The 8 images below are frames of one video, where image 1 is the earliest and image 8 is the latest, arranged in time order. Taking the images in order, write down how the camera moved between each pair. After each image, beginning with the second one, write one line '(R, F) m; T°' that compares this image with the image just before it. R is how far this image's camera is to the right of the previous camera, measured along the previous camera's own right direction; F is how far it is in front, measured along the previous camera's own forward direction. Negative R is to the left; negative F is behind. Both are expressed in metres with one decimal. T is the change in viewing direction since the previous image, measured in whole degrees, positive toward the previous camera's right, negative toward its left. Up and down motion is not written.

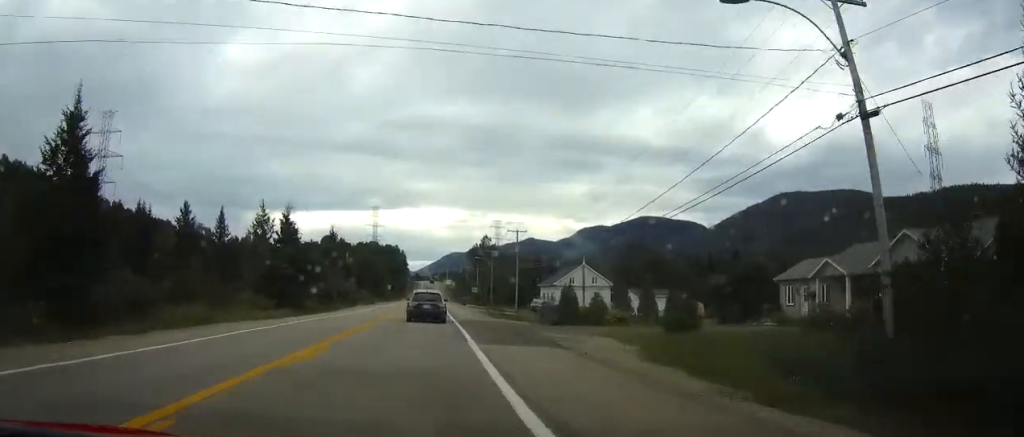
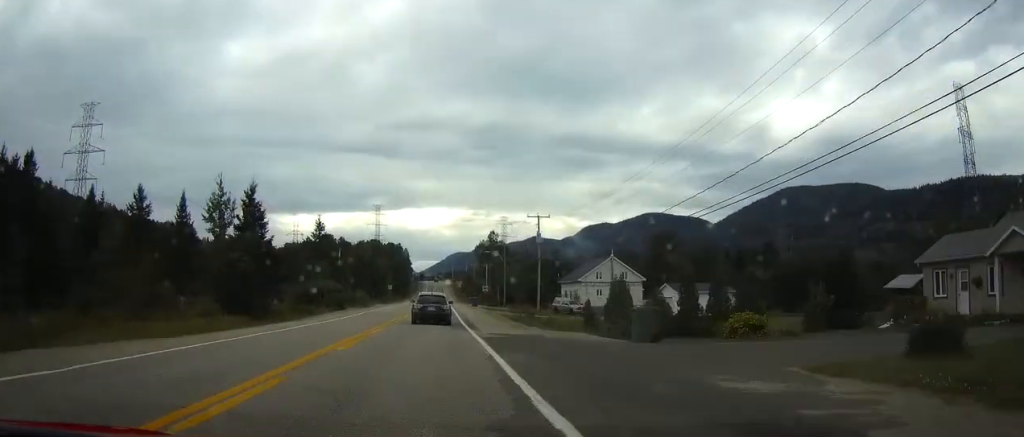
(0.0, +14.5) m; 0°
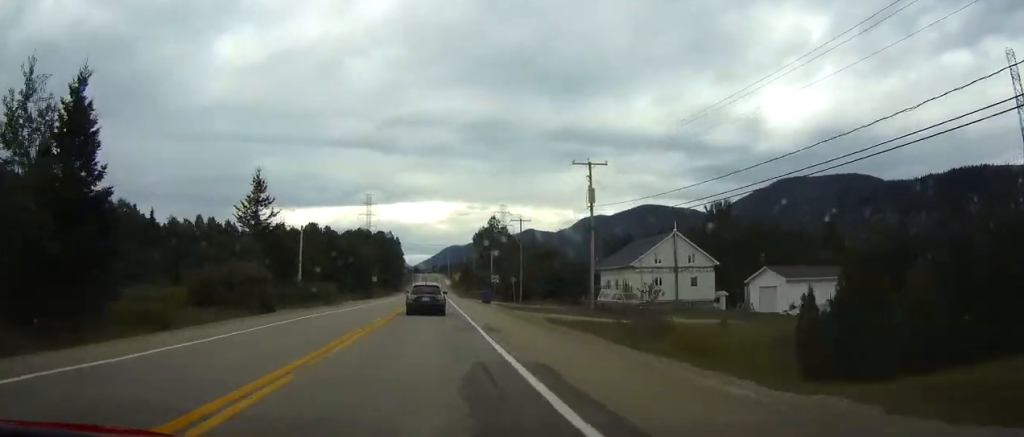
(0.0, +26.5) m; 0°
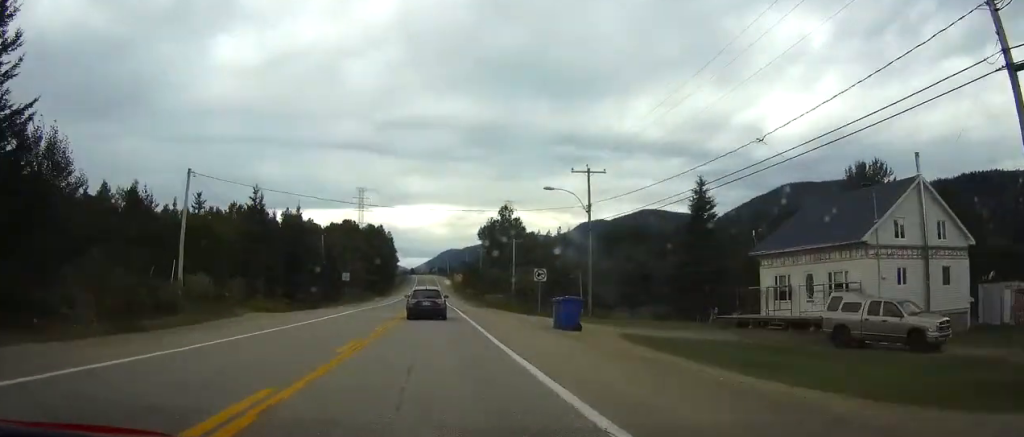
(0.0, +37.4) m; 0°
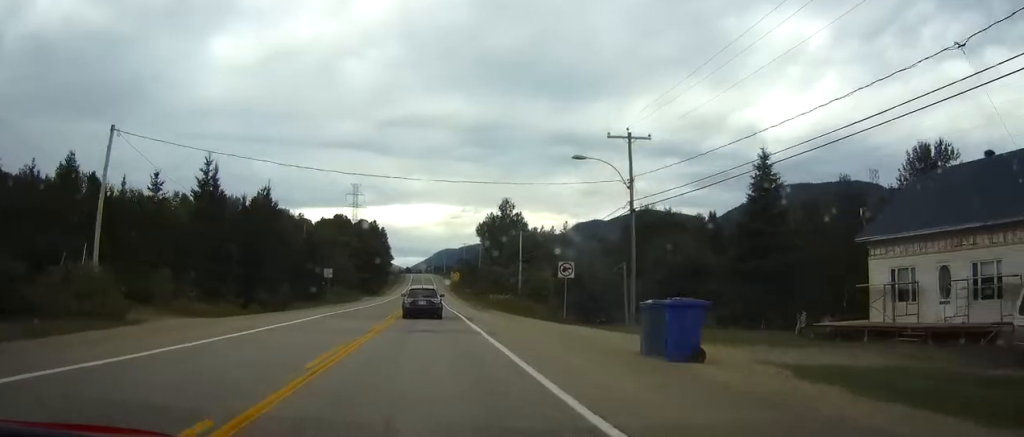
(0.0, +11.0) m; 0°
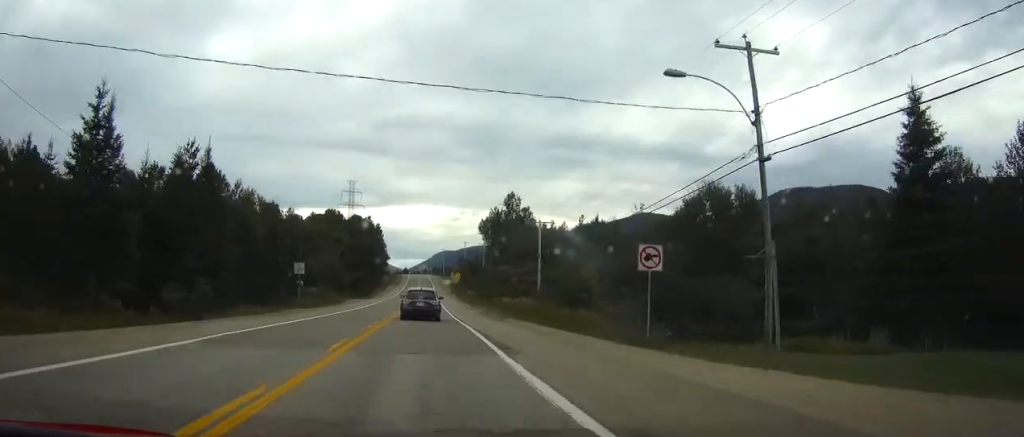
(0.0, +15.3) m; 0°
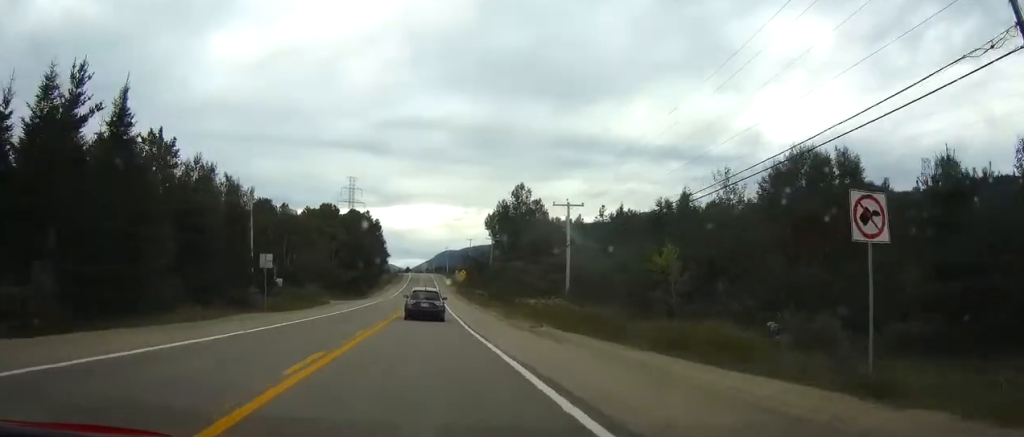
(0.0, +12.7) m; 0°
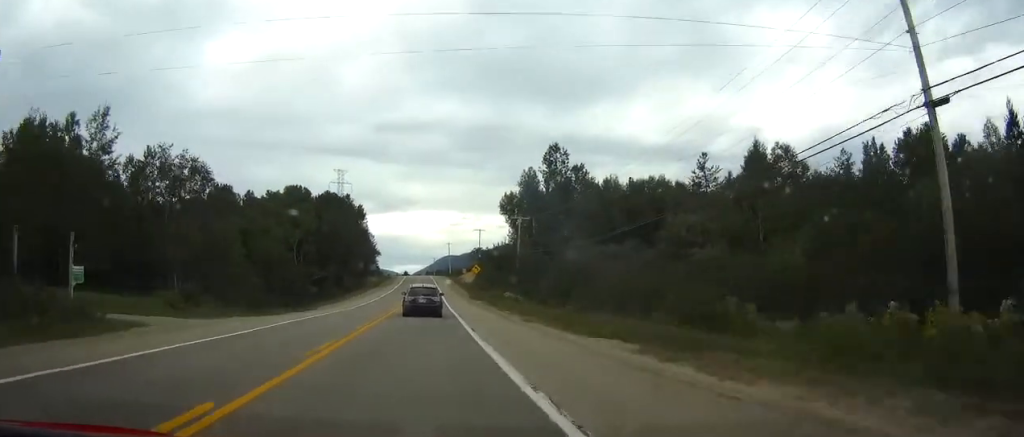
(0.0, +41.6) m; 0°
